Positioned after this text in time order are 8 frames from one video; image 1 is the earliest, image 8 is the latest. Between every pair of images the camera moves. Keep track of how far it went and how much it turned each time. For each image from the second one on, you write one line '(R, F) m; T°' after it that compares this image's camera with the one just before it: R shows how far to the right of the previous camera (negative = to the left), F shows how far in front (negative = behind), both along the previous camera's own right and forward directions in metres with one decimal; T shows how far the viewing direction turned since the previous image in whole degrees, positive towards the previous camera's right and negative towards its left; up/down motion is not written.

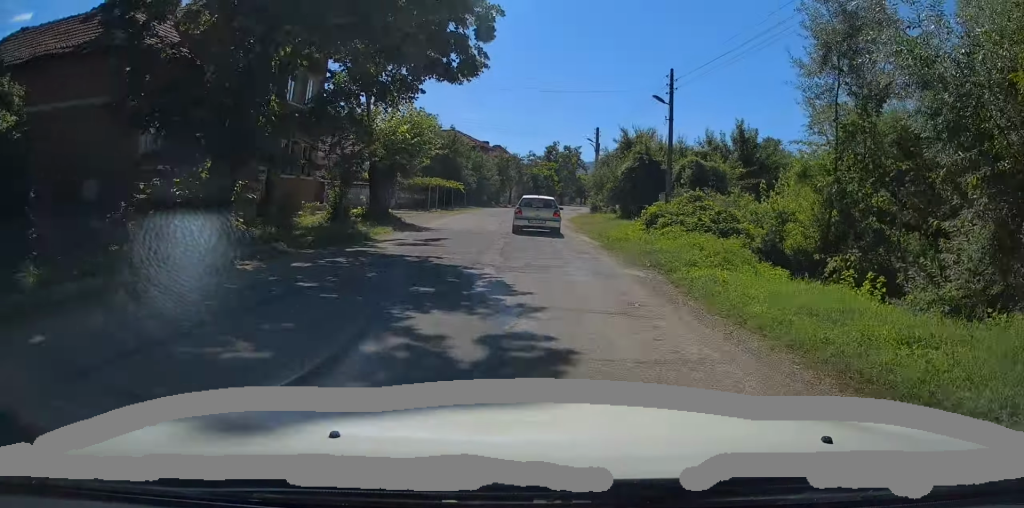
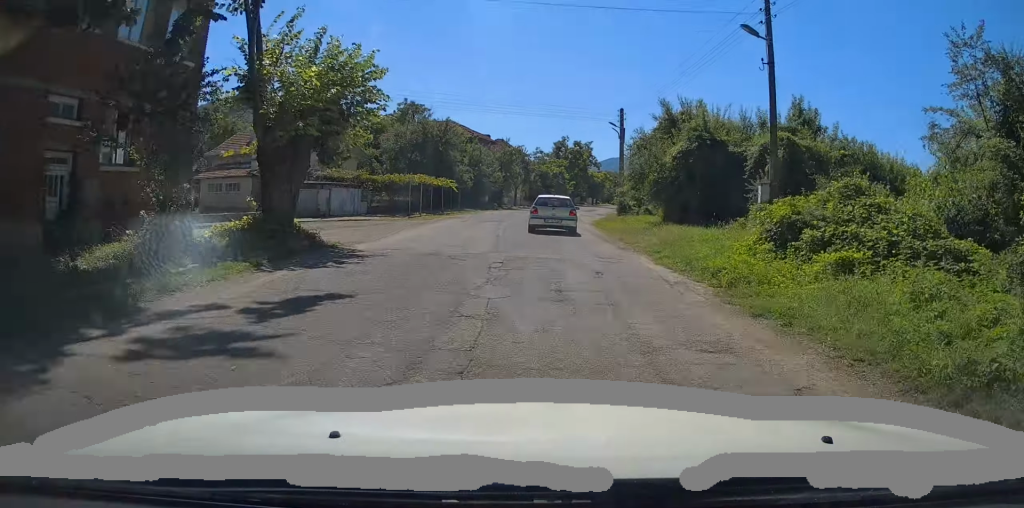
(-0.3, +10.8) m; 0°
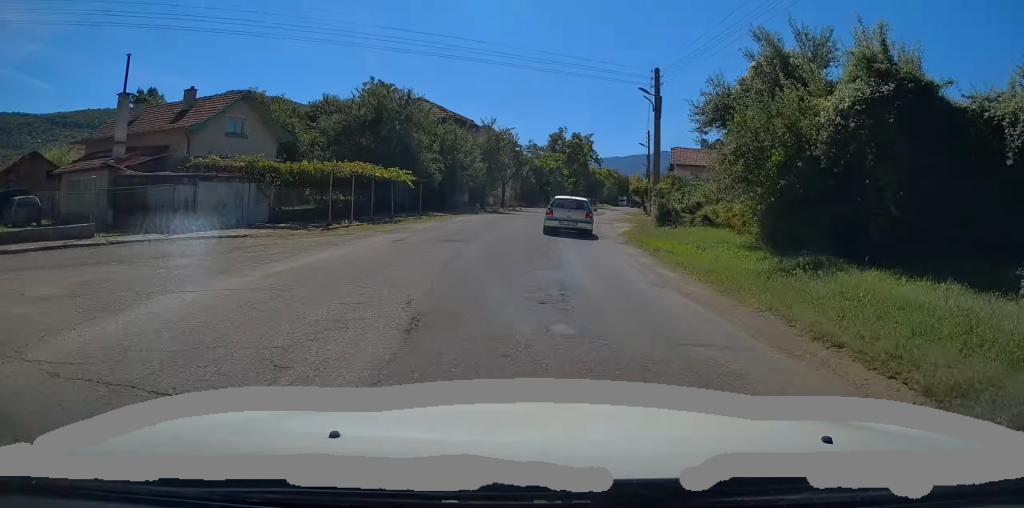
(+0.3, +14.0) m; +2°
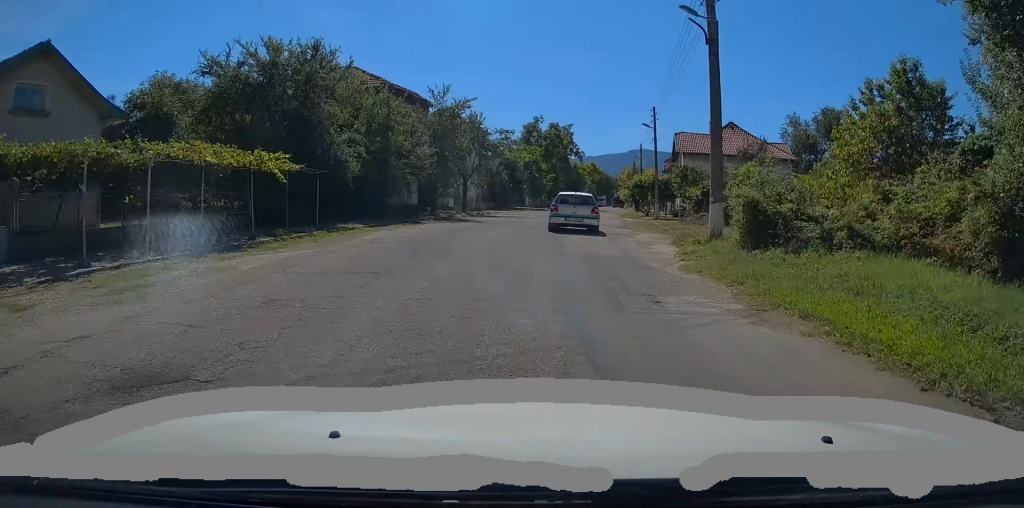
(+0.2, +12.8) m; +1°
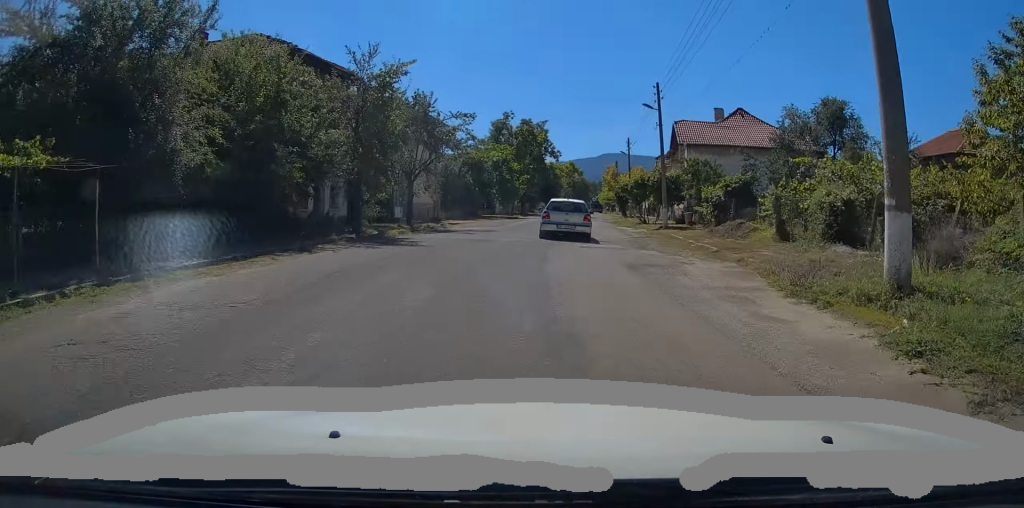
(0.0, +9.8) m; +1°
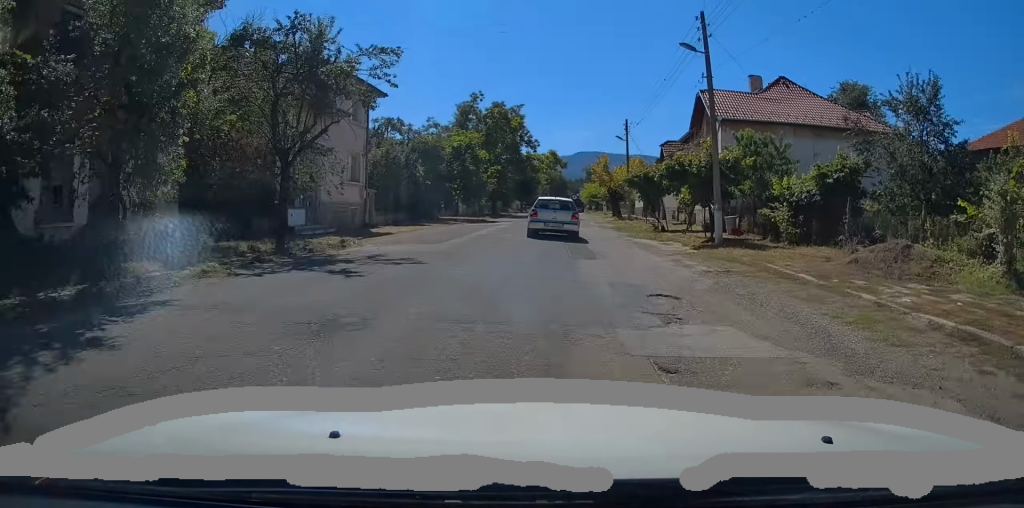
(+0.2, +12.5) m; +2°
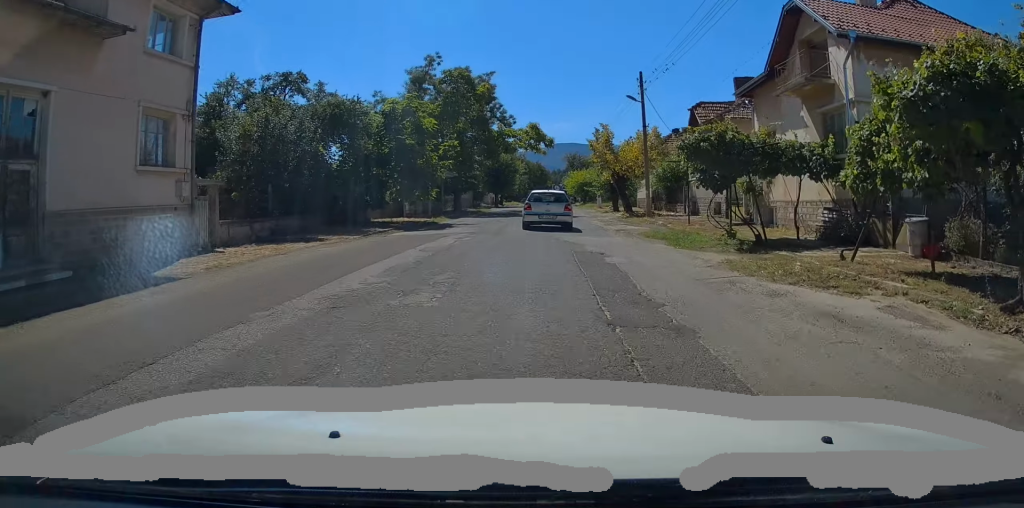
(+0.3, +14.6) m; +2°
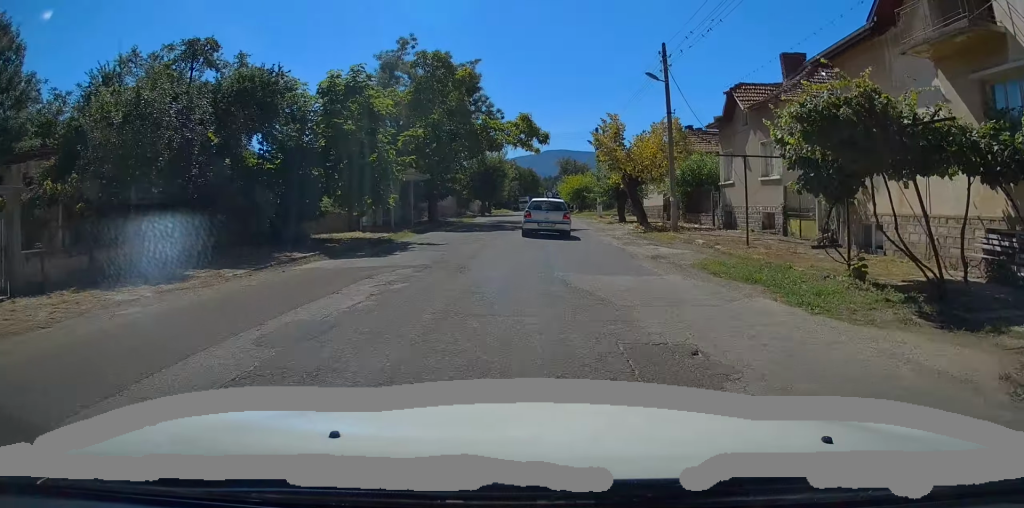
(+0.1, +7.6) m; +1°
